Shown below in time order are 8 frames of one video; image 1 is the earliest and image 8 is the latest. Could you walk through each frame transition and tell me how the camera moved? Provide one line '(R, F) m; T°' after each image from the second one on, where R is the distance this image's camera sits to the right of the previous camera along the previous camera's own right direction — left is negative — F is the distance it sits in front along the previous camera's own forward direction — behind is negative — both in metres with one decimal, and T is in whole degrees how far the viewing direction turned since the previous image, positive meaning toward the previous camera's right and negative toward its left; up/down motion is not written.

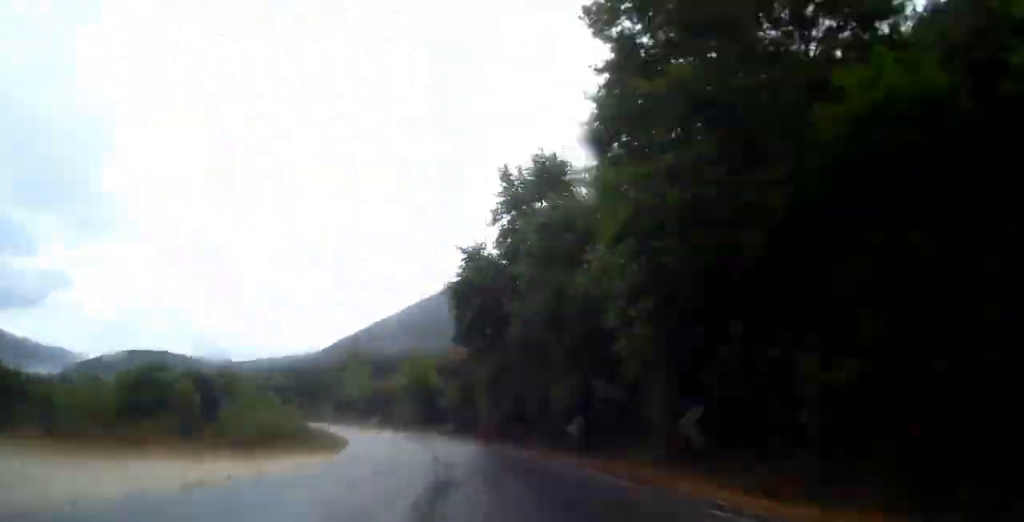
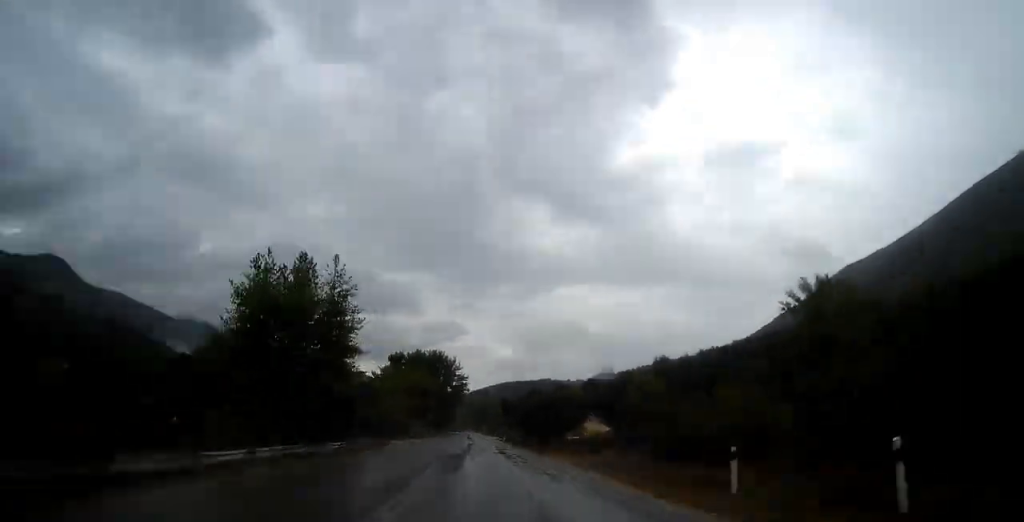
(-33.0, +141.5) m; -21°
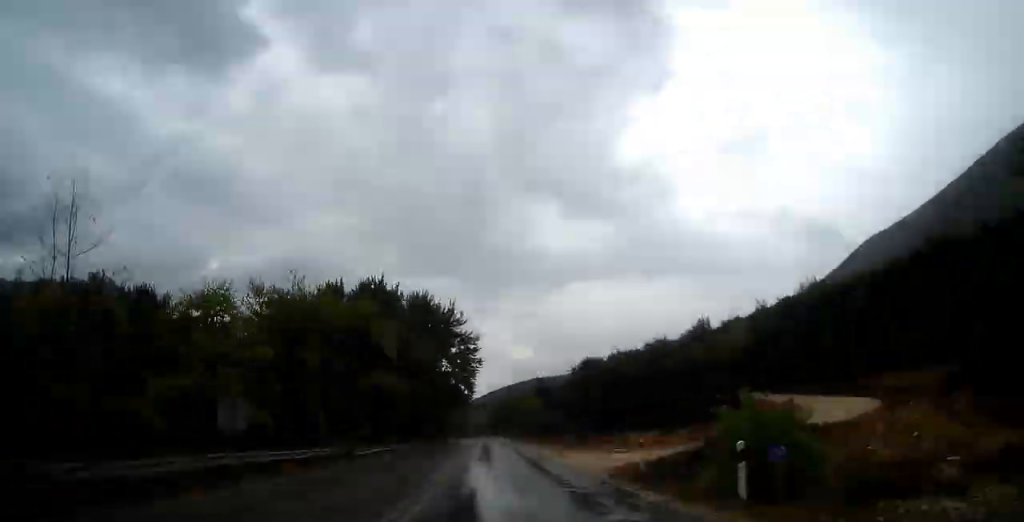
(-3.3, +64.2) m; -3°
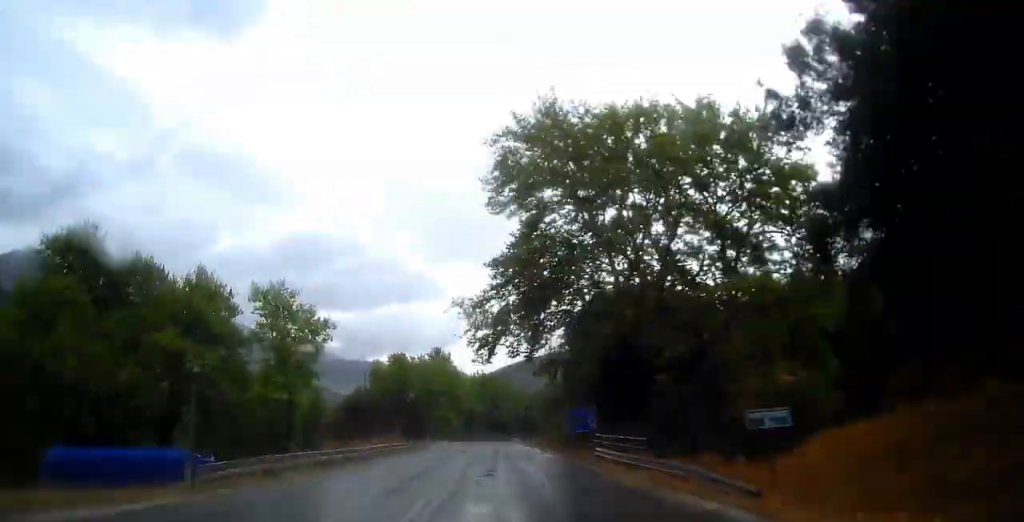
(-2.7, +203.4) m; +2°
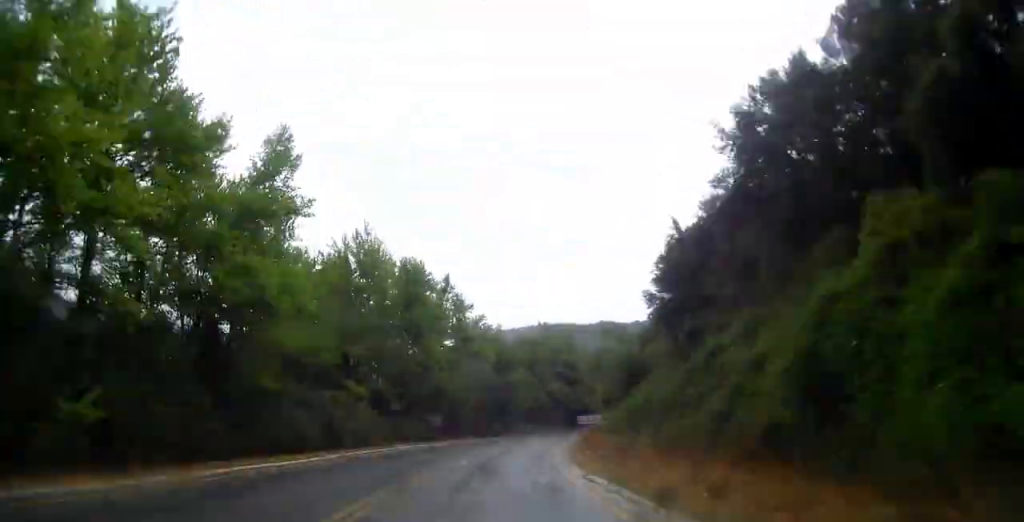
(+2.4, +94.6) m; +8°
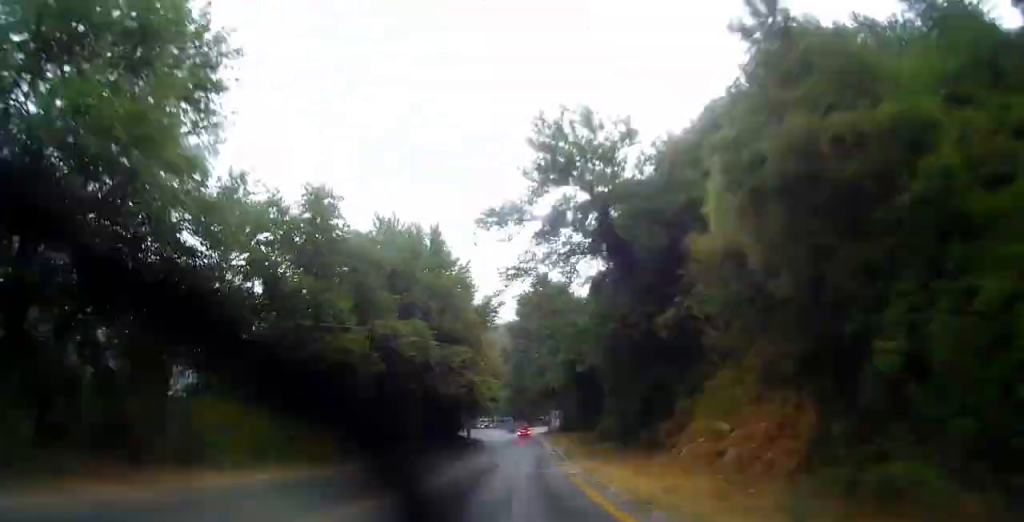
(+7.0, +61.8) m; +2°
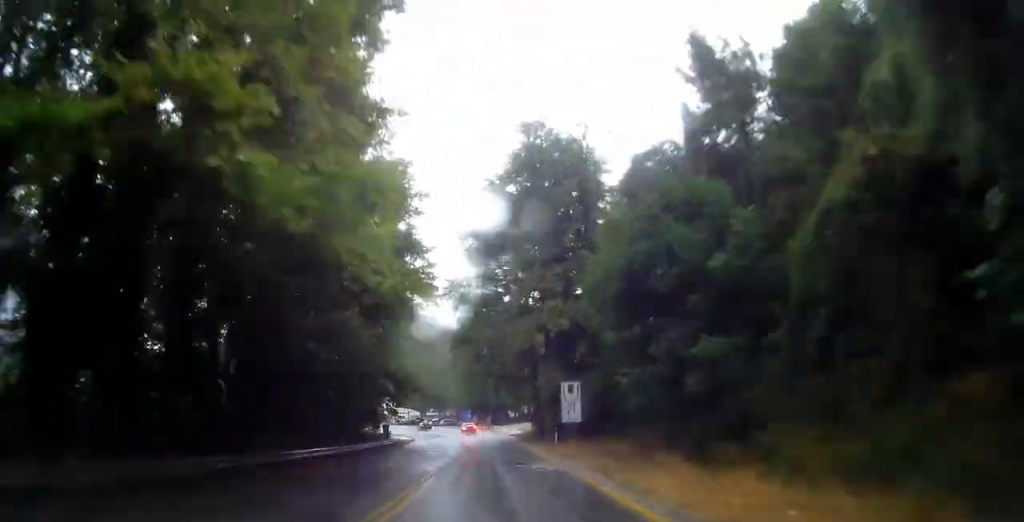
(+3.8, +44.7) m; +1°
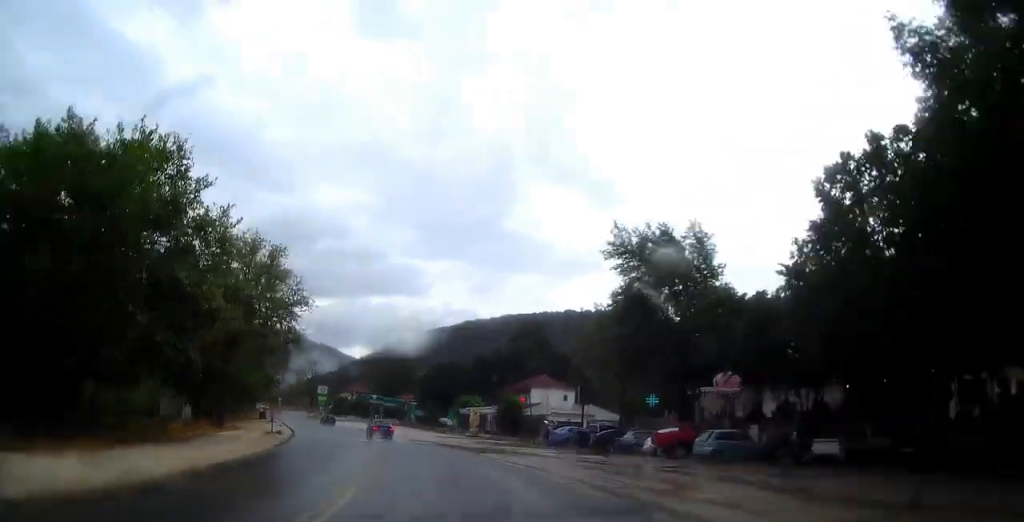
(-9.3, +95.5) m; -18°
